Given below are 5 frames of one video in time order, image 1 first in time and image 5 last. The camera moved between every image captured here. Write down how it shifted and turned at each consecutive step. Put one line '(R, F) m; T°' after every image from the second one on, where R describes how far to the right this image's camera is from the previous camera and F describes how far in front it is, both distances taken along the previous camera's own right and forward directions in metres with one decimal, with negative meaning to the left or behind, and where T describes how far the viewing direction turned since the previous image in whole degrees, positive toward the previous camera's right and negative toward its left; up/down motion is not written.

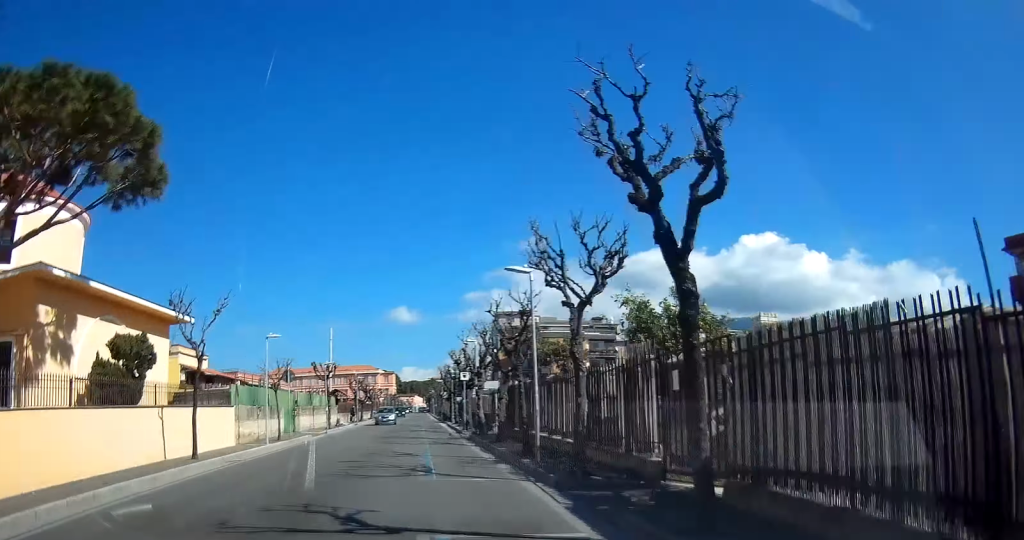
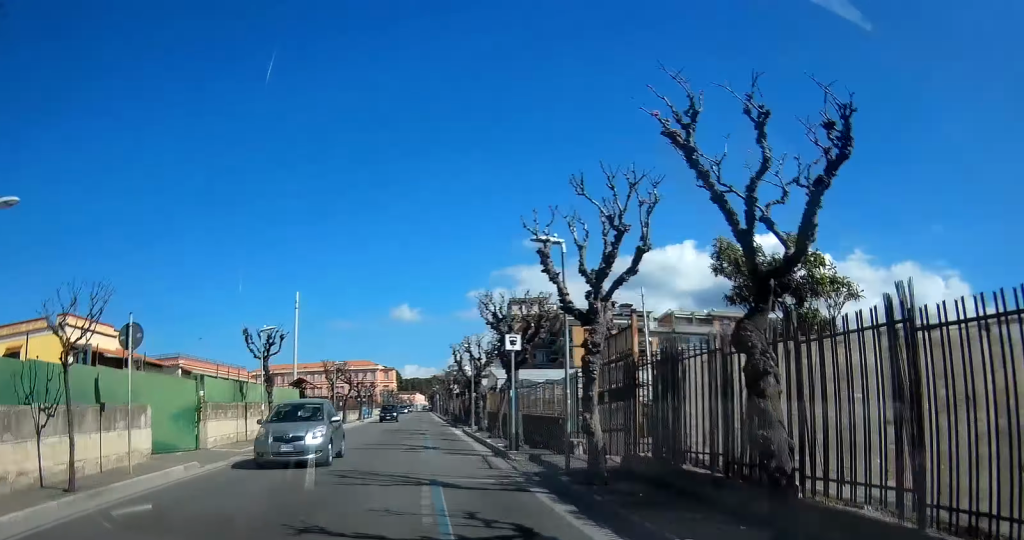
(+0.2, +18.9) m; 0°
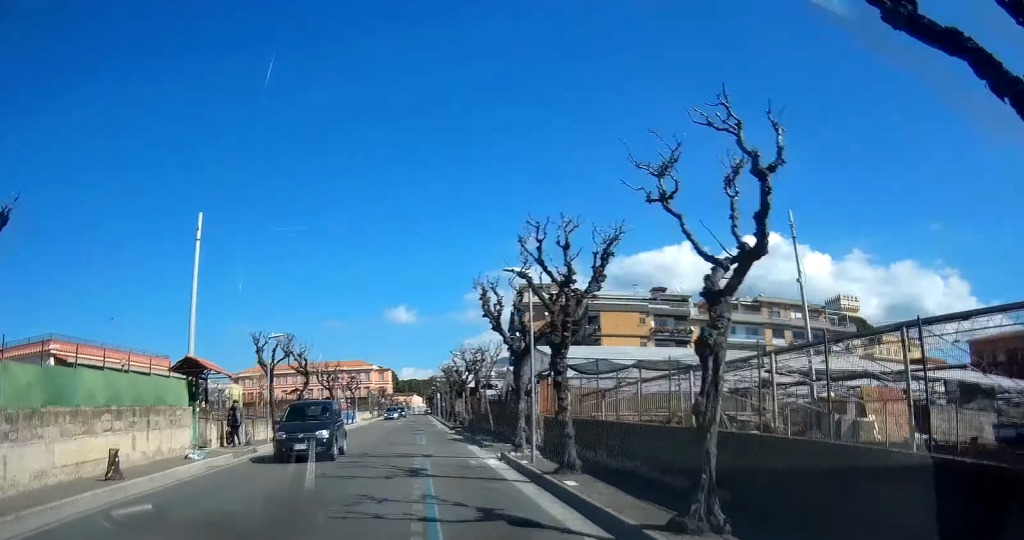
(0.0, +19.8) m; 0°
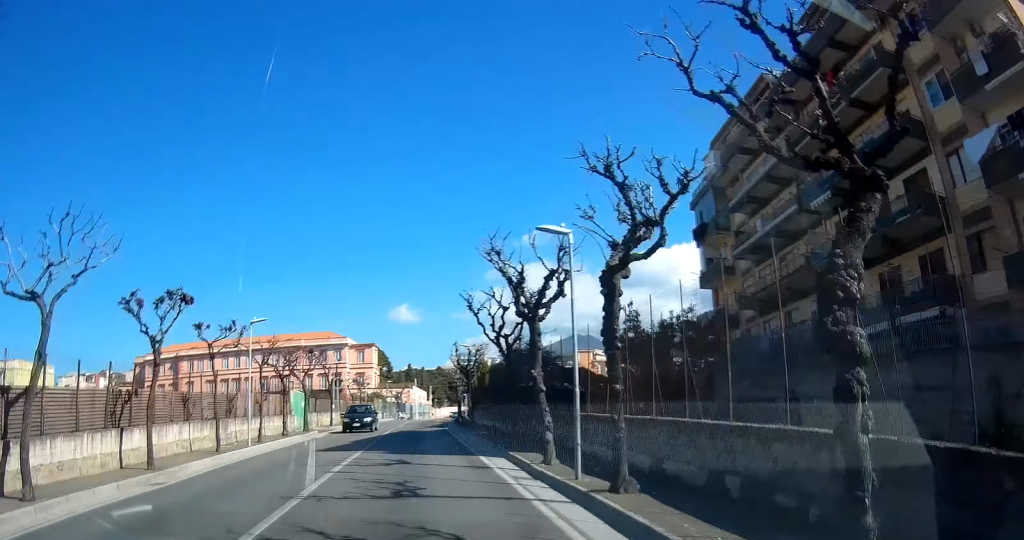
(0.0, +111.9) m; +1°
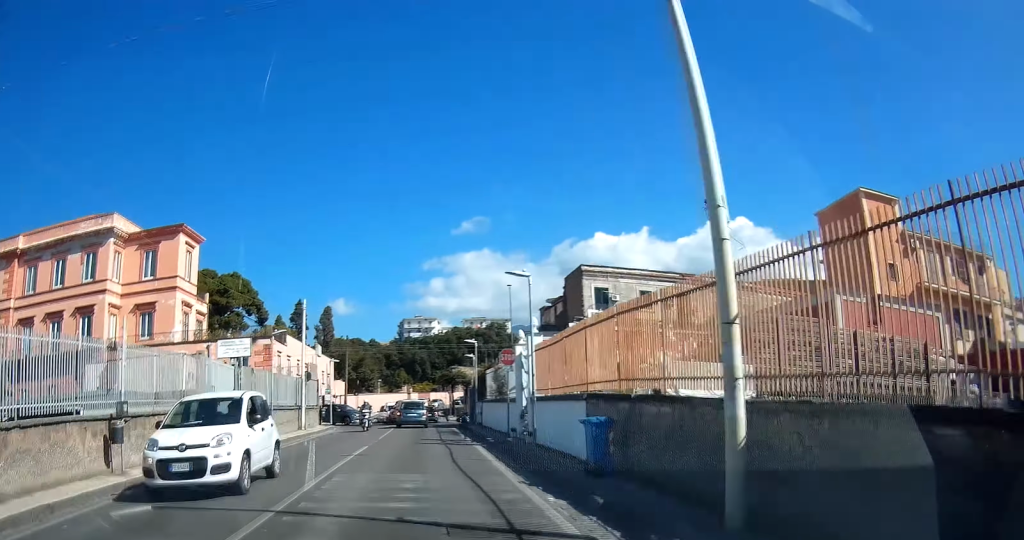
(+2.8, +104.4) m; +3°
